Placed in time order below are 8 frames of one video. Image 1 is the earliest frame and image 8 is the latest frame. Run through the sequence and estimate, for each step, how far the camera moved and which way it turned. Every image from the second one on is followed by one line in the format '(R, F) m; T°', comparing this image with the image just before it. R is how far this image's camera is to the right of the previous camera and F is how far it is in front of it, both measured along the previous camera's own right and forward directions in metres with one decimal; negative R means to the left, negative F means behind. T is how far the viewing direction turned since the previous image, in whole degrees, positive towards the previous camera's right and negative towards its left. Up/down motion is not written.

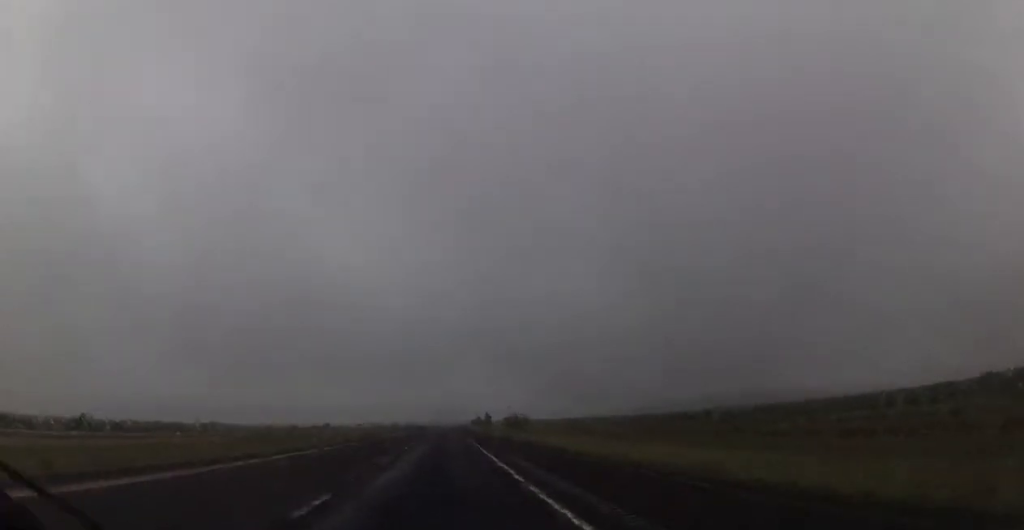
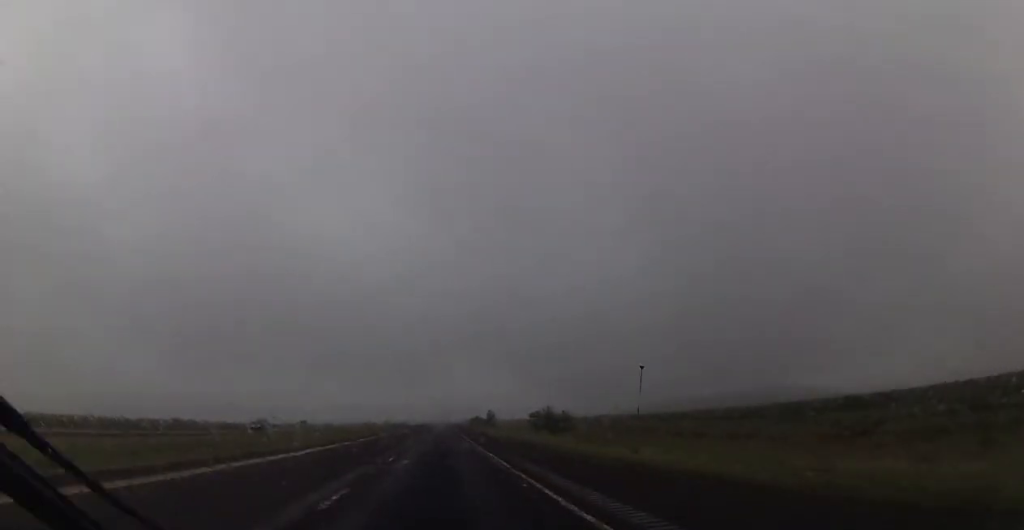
(-0.1, +48.3) m; 0°
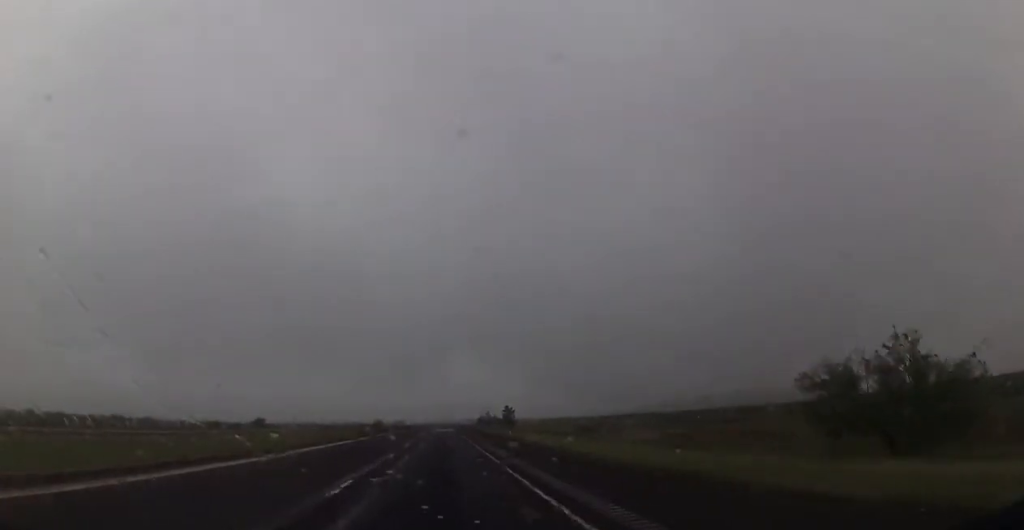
(+0.3, +72.5) m; 0°
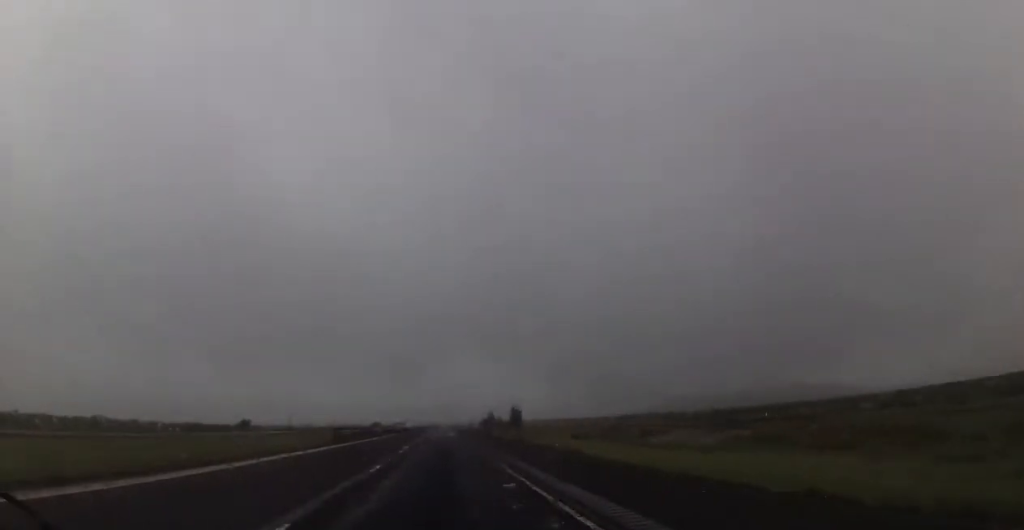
(+0.1, +18.3) m; 0°
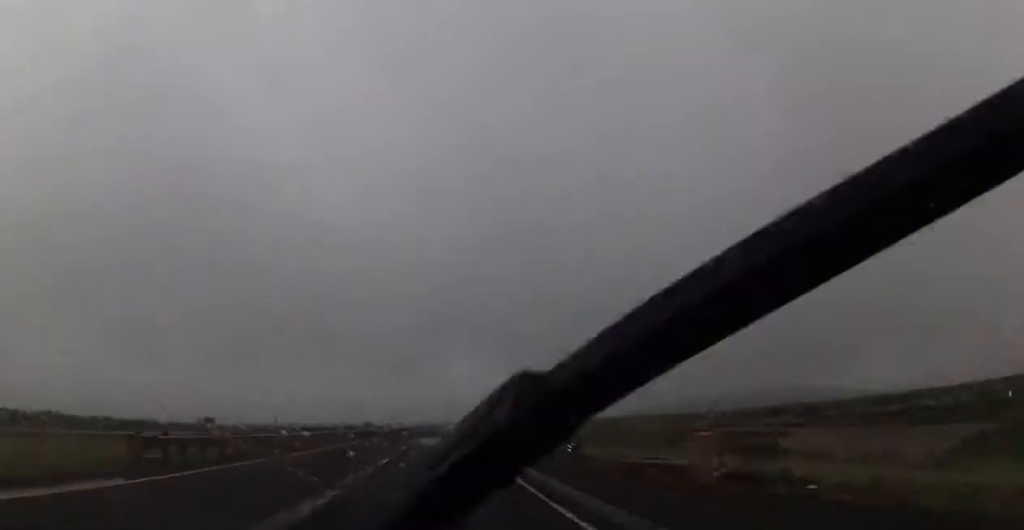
(+0.1, +33.2) m; 0°
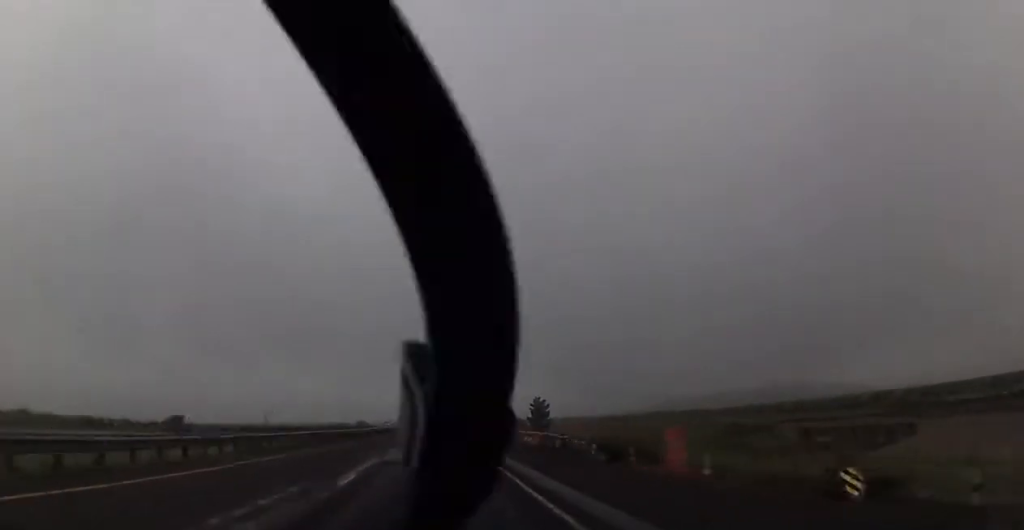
(+0.1, +19.5) m; 0°
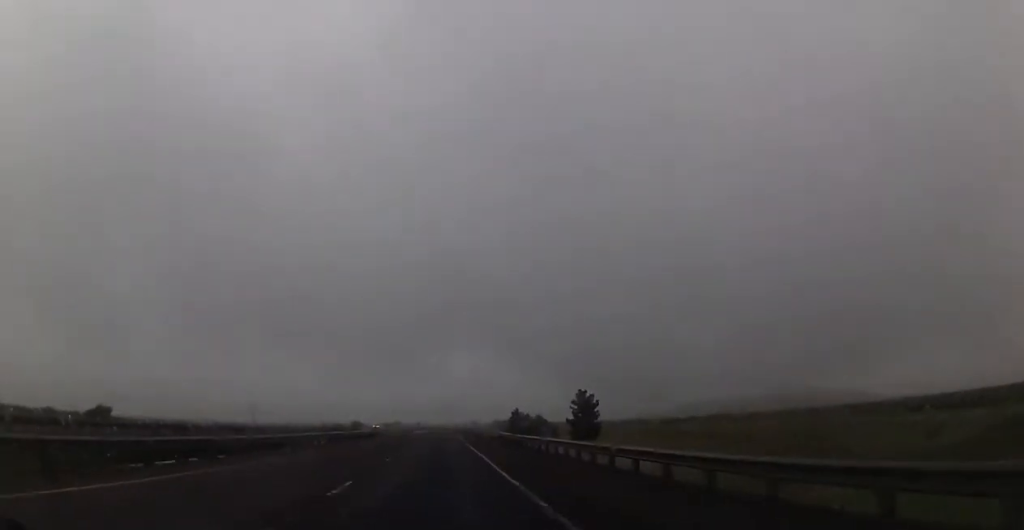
(-0.3, +39.0) m; -1°
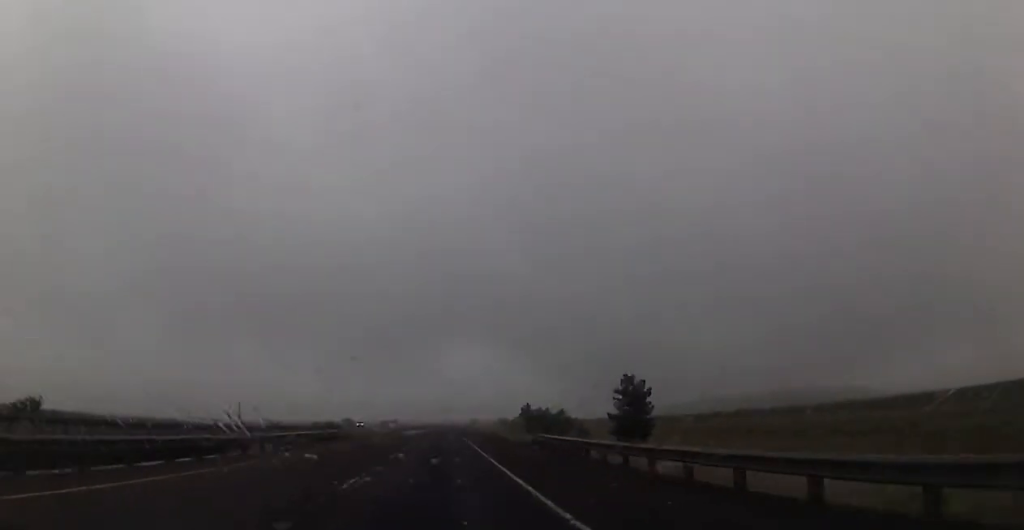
(-0.2, +24.1) m; 0°
